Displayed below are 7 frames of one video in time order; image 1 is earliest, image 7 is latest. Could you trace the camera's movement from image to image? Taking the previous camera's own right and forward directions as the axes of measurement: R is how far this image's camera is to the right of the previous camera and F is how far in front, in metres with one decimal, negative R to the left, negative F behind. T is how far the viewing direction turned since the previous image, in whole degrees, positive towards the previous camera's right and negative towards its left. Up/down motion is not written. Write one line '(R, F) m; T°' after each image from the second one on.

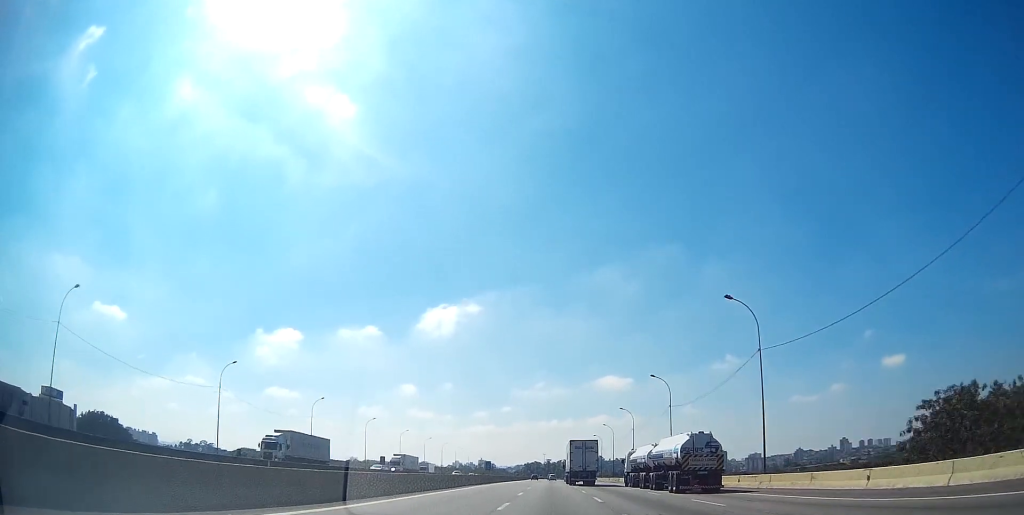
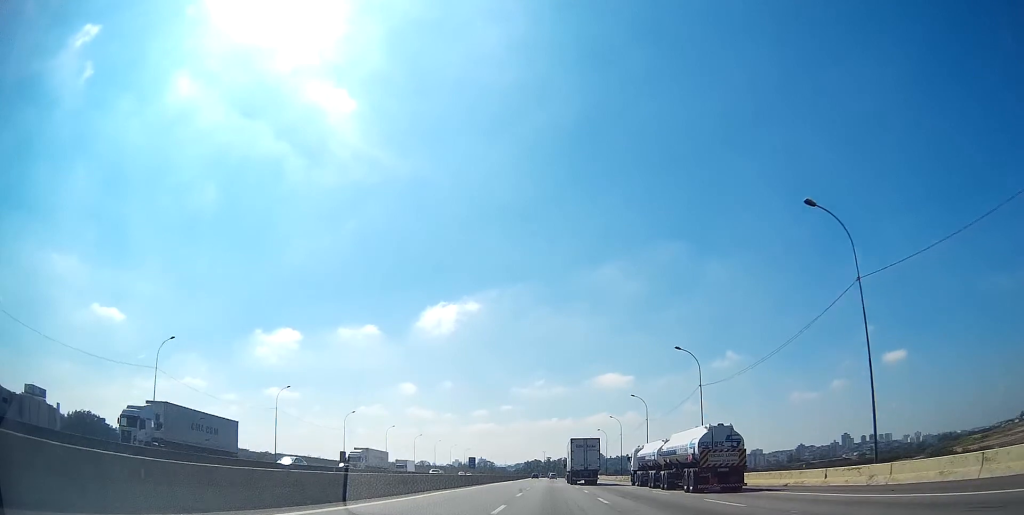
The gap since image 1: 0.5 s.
(+0.2, +13.3) m; 0°
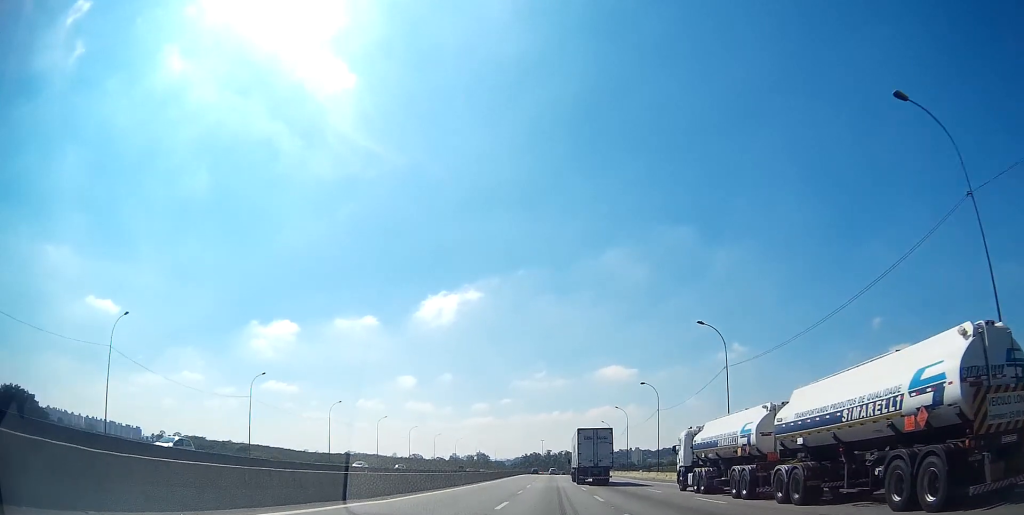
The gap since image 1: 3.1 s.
(-0.5, +64.1) m; -1°
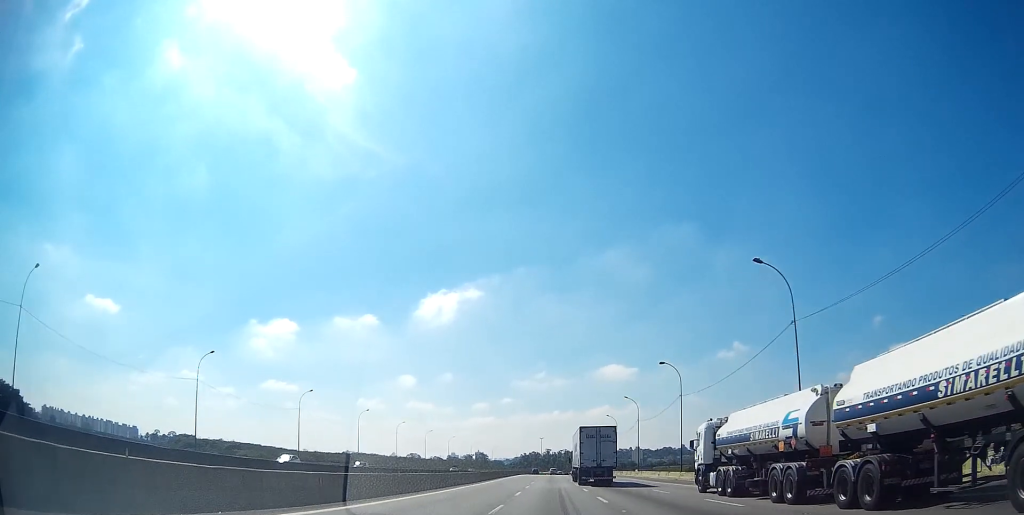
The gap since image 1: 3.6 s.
(0.0, +12.1) m; 0°
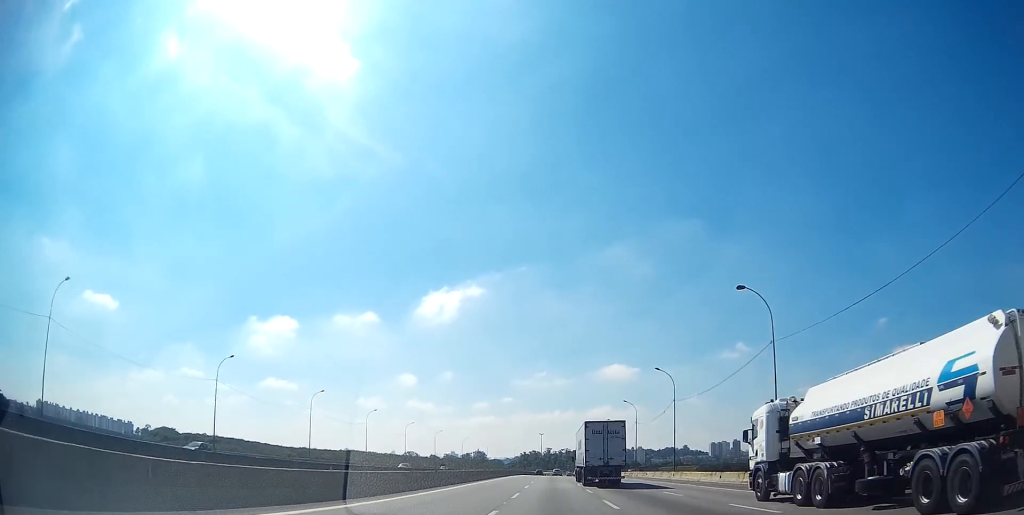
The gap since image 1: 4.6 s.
(0.0, +26.5) m; 0°
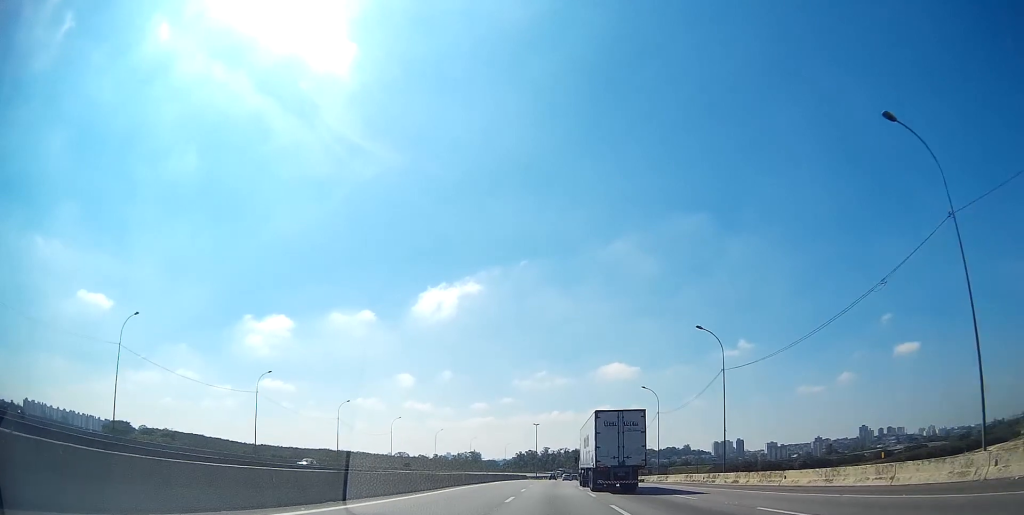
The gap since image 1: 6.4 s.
(+0.3, +53.0) m; +1°
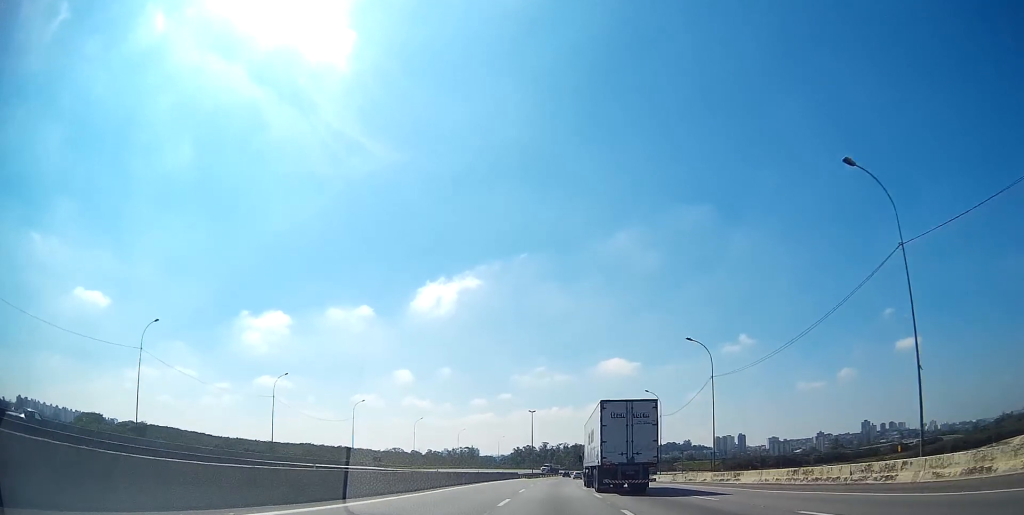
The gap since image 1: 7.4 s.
(+0.1, +27.6) m; 0°
